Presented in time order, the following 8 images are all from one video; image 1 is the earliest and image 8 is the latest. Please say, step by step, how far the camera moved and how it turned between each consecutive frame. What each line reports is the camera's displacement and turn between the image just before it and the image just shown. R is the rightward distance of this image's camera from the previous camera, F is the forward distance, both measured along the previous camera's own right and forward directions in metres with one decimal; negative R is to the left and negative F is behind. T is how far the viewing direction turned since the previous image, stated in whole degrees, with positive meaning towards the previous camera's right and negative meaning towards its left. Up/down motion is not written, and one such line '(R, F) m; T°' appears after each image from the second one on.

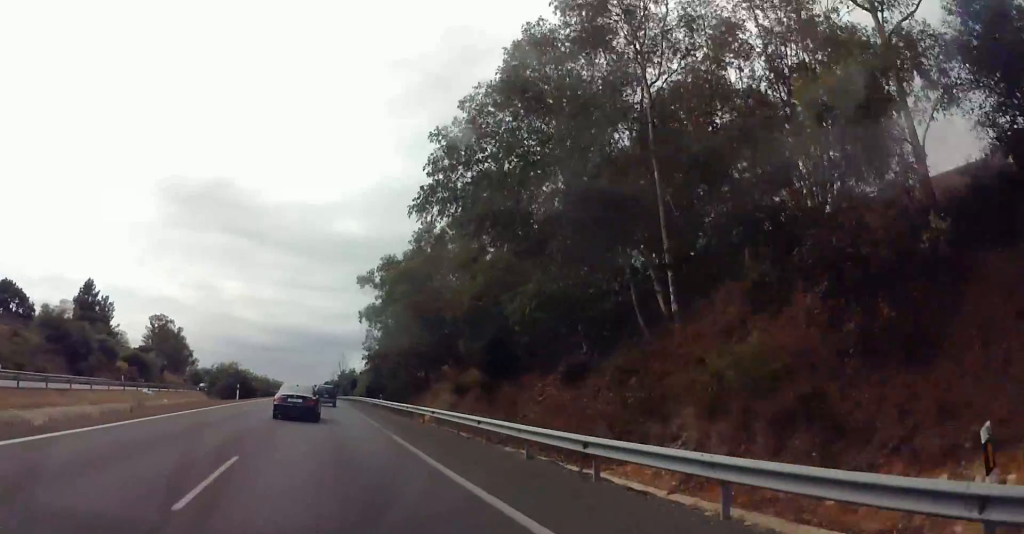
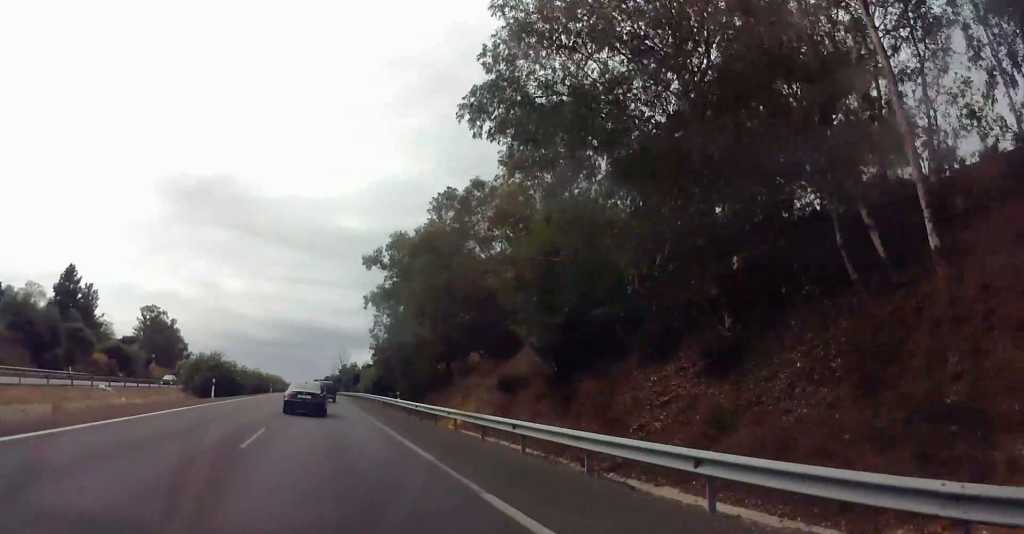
(0.0, +12.1) m; 0°
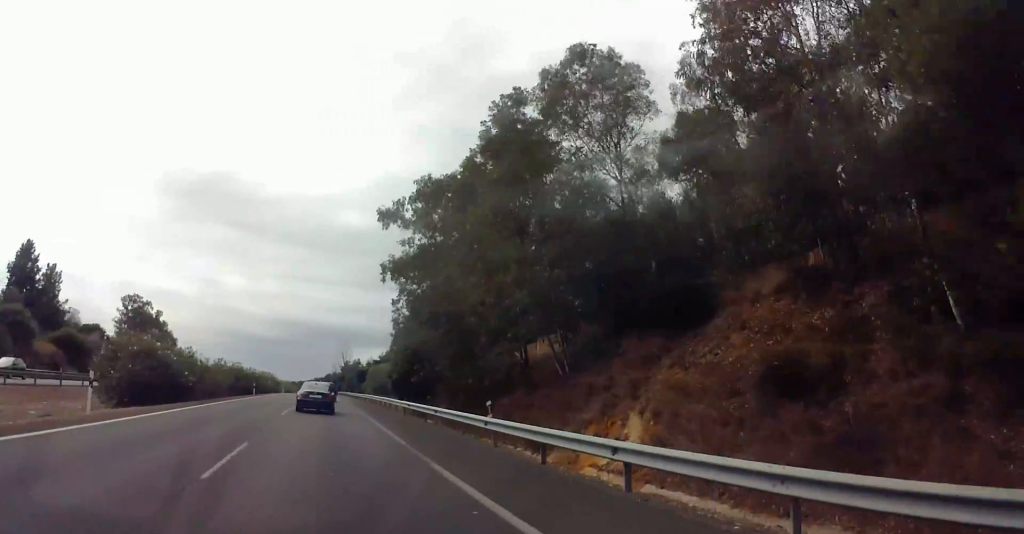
(0.0, +22.1) m; 0°
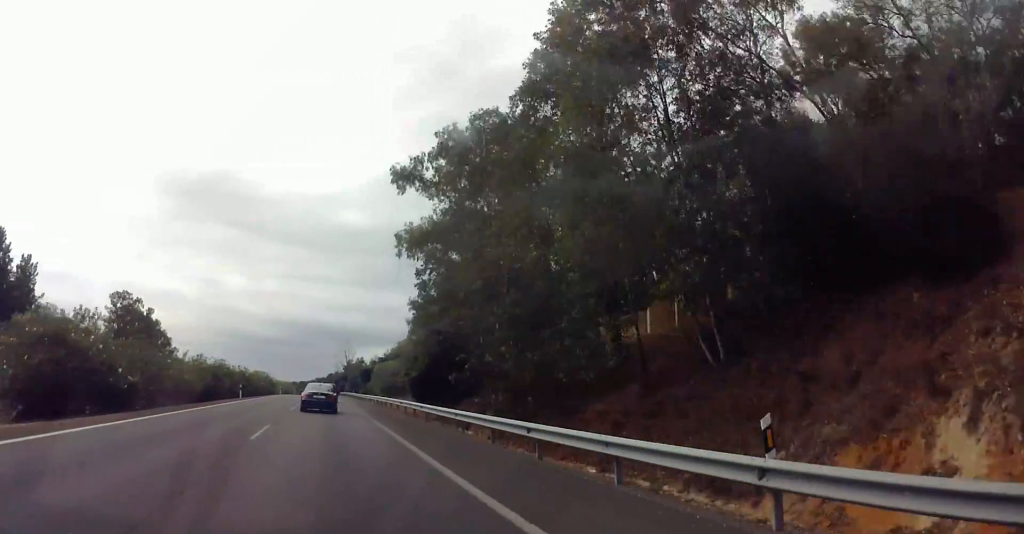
(+0.1, +11.0) m; 0°
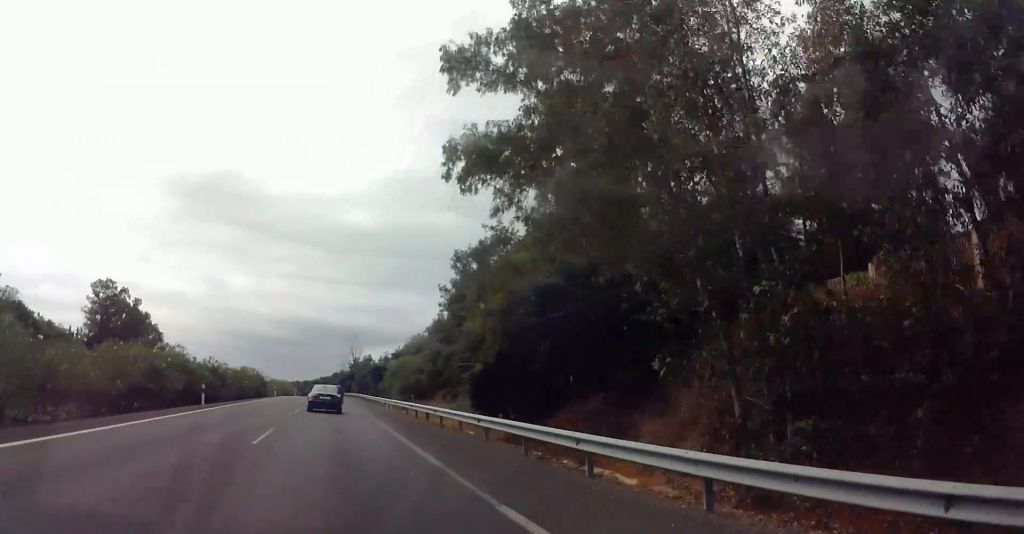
(-0.3, +19.0) m; 0°
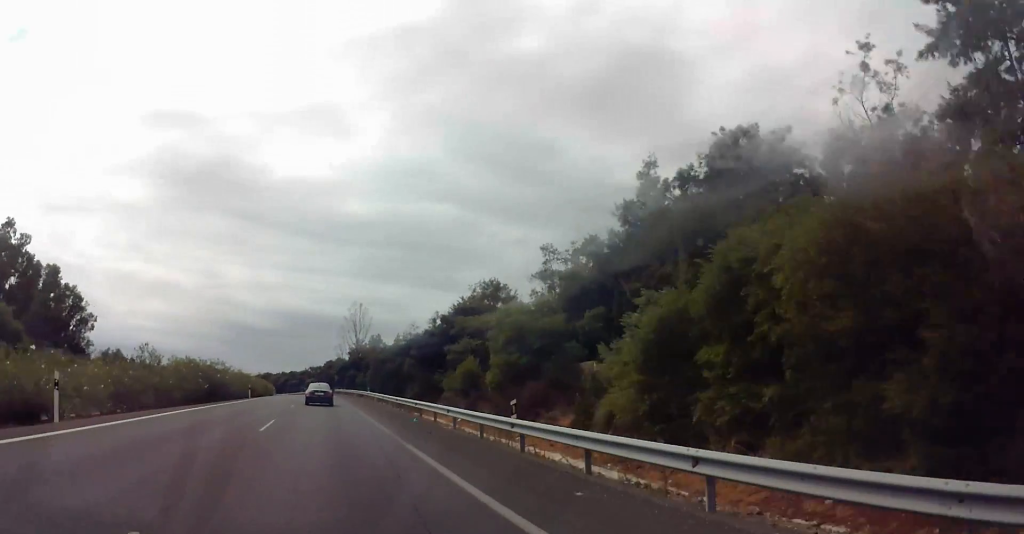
(+0.9, +69.0) m; 0°
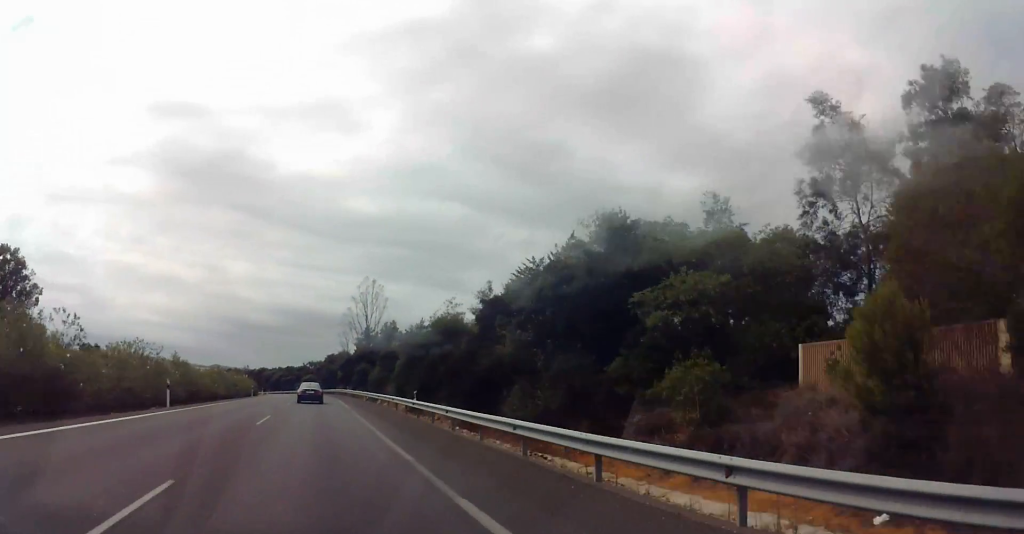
(-0.4, +32.9) m; 0°
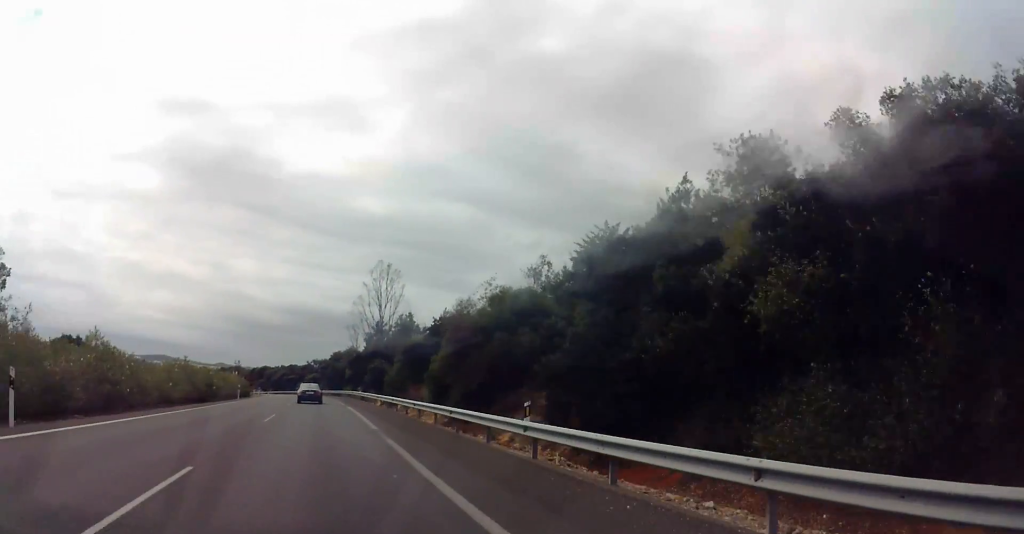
(+0.1, +15.9) m; 0°
